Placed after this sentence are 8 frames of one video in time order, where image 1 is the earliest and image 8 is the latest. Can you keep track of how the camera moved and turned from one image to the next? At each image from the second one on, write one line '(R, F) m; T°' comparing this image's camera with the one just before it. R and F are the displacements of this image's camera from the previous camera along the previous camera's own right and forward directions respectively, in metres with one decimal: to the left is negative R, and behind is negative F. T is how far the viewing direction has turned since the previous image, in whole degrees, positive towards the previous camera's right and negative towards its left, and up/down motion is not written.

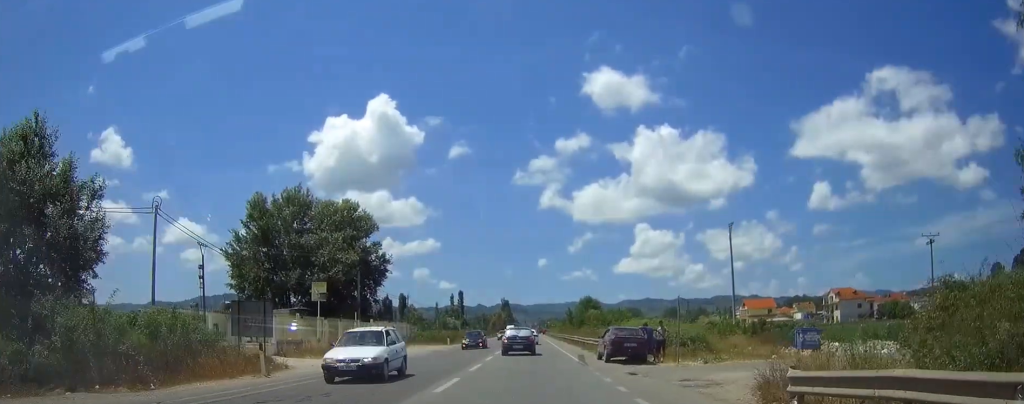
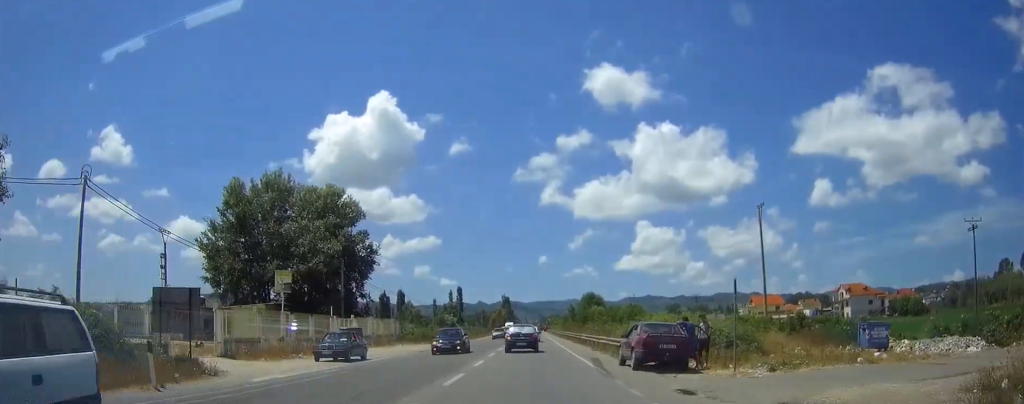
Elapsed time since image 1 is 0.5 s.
(0.0, +6.6) m; 0°
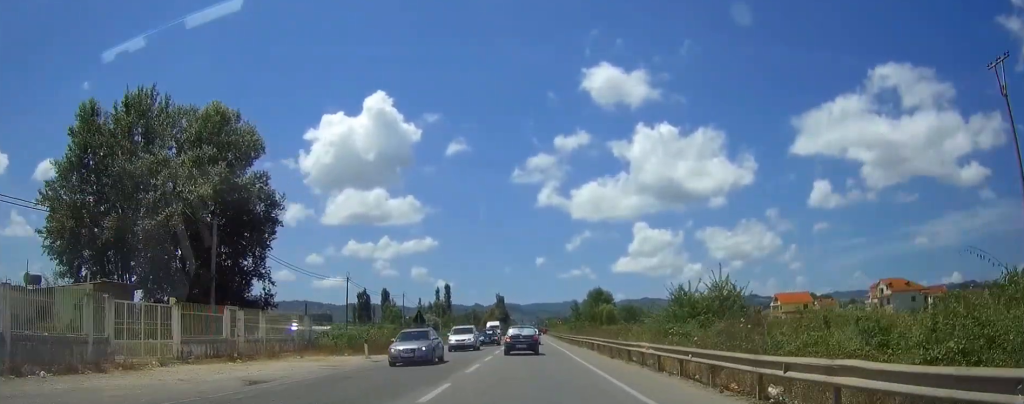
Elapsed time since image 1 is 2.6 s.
(0.0, +26.7) m; 0°
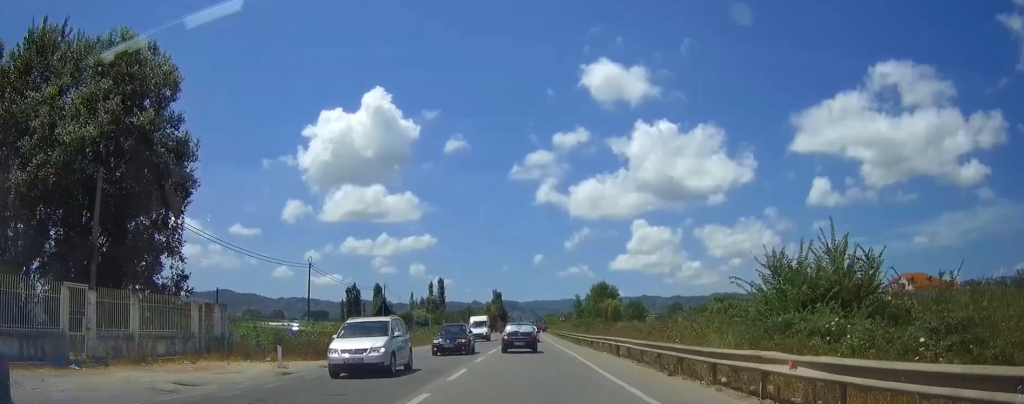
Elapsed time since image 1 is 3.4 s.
(+0.1, +12.0) m; 0°
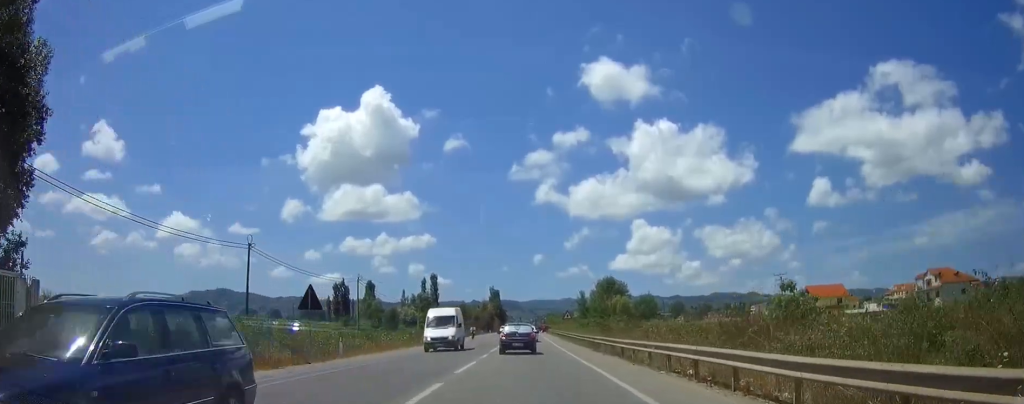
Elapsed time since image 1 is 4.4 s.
(-0.1, +13.1) m; 0°
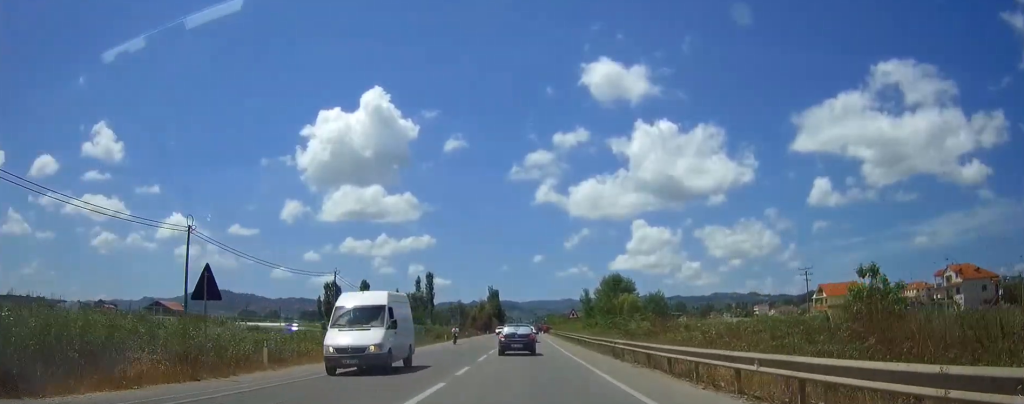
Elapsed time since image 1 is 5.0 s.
(+0.1, +9.4) m; 0°
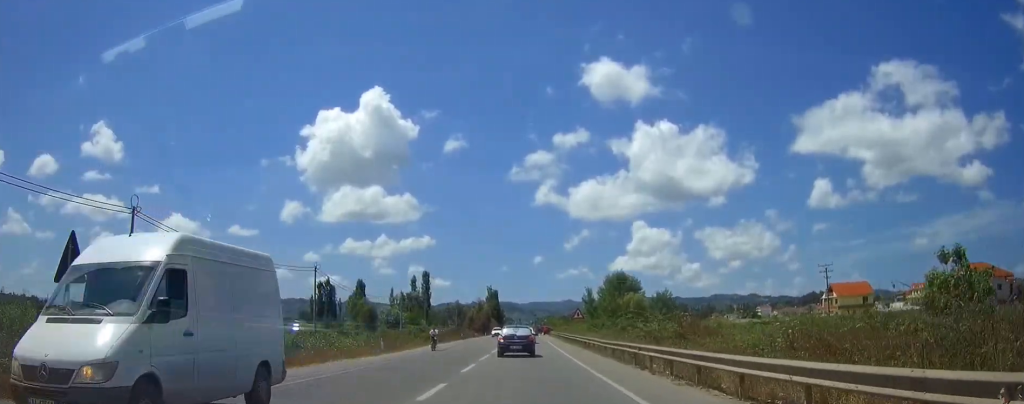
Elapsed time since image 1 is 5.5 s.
(0.0, +6.6) m; 0°
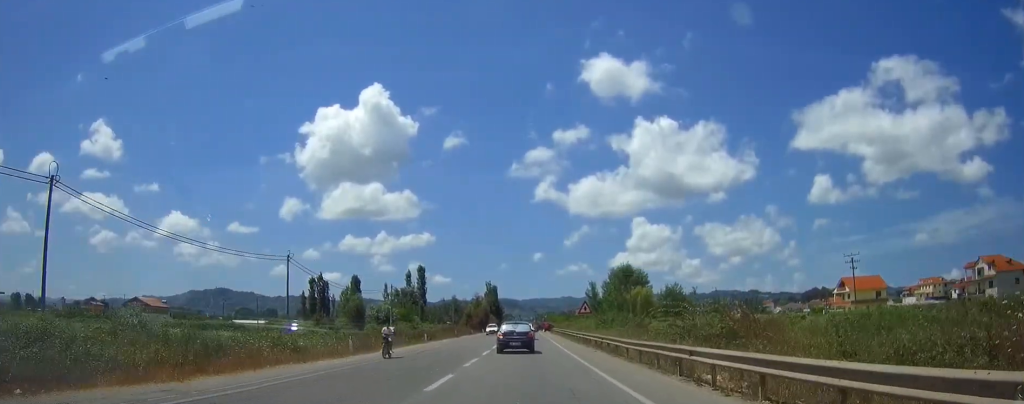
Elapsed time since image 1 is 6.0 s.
(0.0, +7.4) m; 0°
